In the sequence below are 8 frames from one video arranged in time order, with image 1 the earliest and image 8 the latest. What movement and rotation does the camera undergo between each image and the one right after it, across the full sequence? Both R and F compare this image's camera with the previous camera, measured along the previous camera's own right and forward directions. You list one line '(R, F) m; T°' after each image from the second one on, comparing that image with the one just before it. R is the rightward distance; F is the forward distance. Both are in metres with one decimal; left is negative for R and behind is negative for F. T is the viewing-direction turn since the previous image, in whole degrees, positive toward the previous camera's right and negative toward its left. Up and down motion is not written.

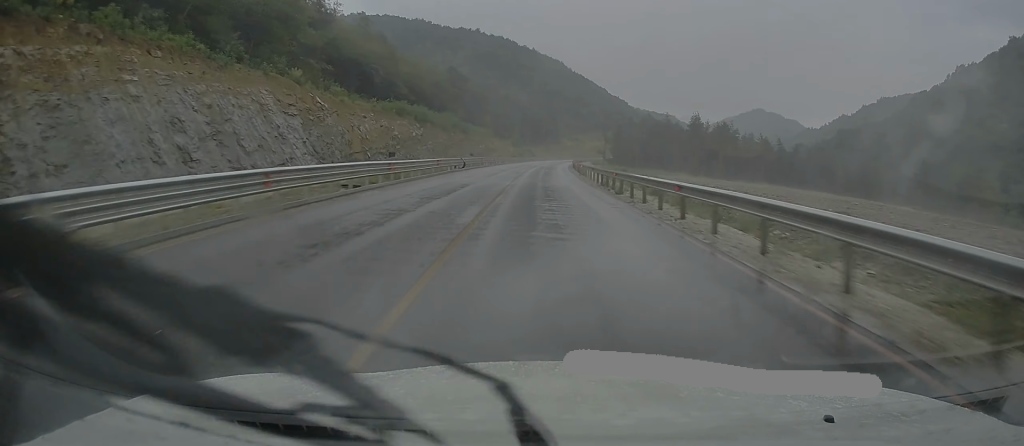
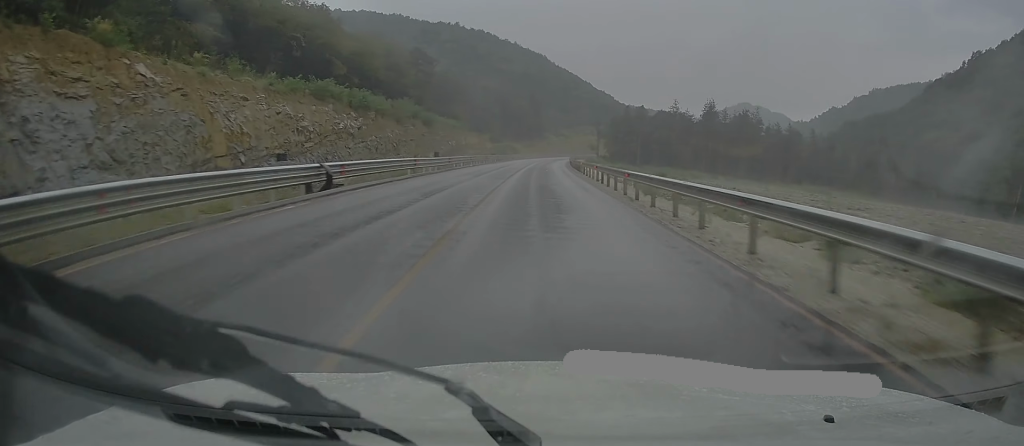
(+0.2, +29.6) m; +1°
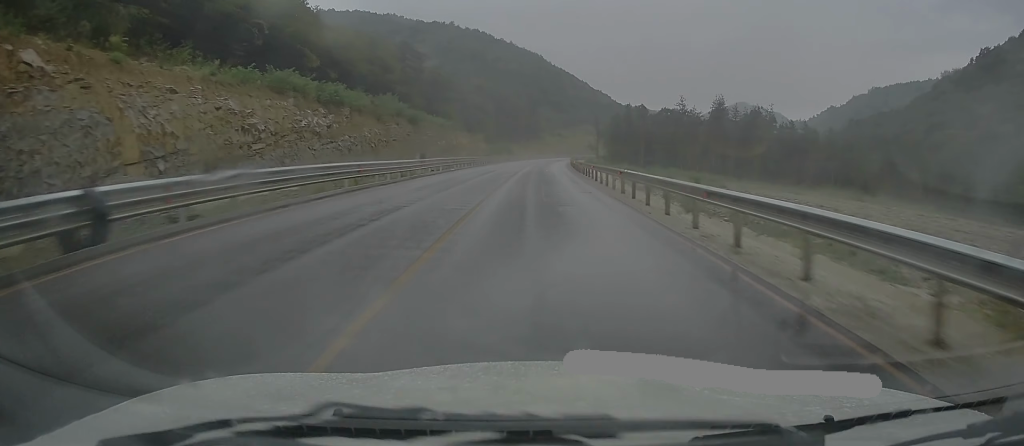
(-0.1, +10.1) m; +1°
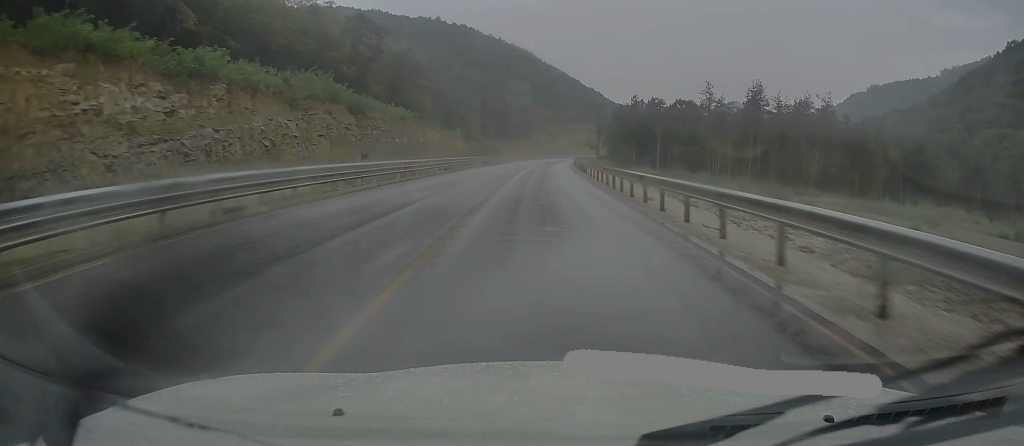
(+0.8, +28.8) m; +2°
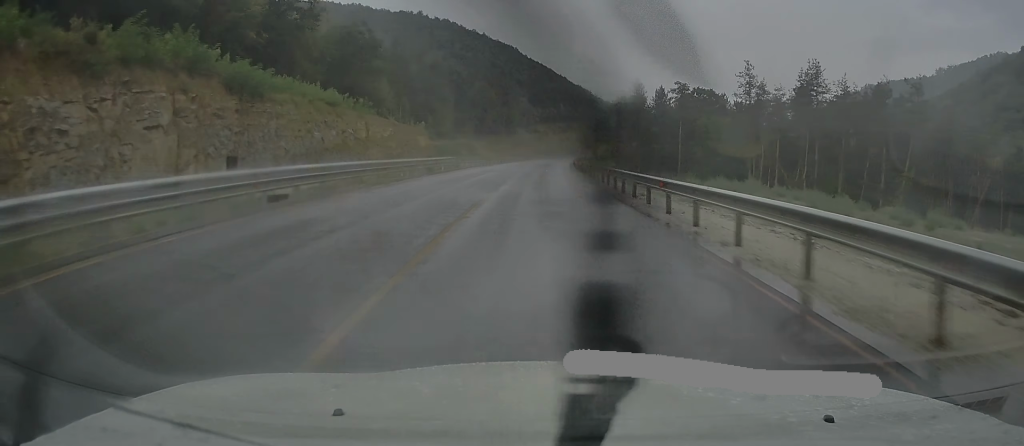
(+0.2, +28.0) m; +1°
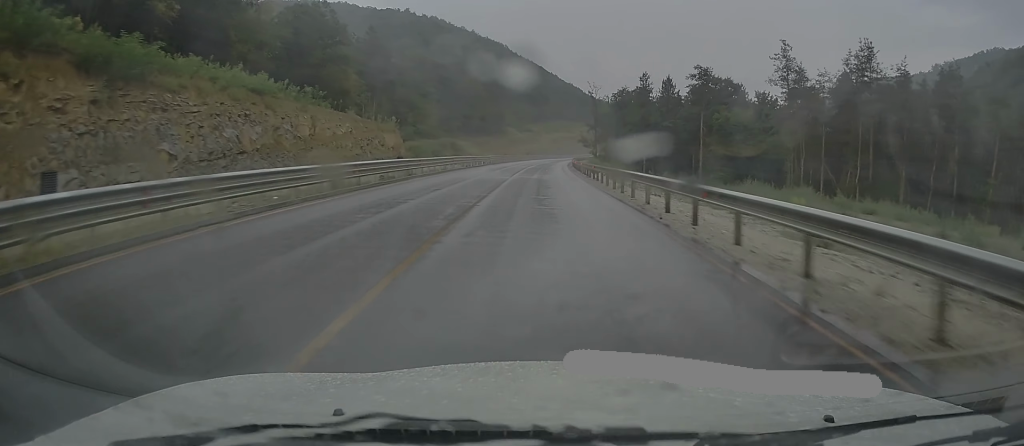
(+0.3, +16.4) m; +1°
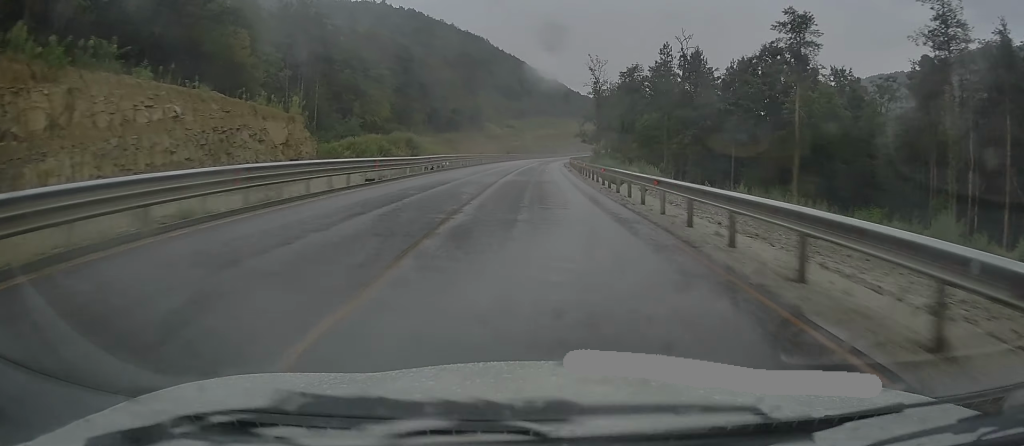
(+0.1, +32.4) m; +1°
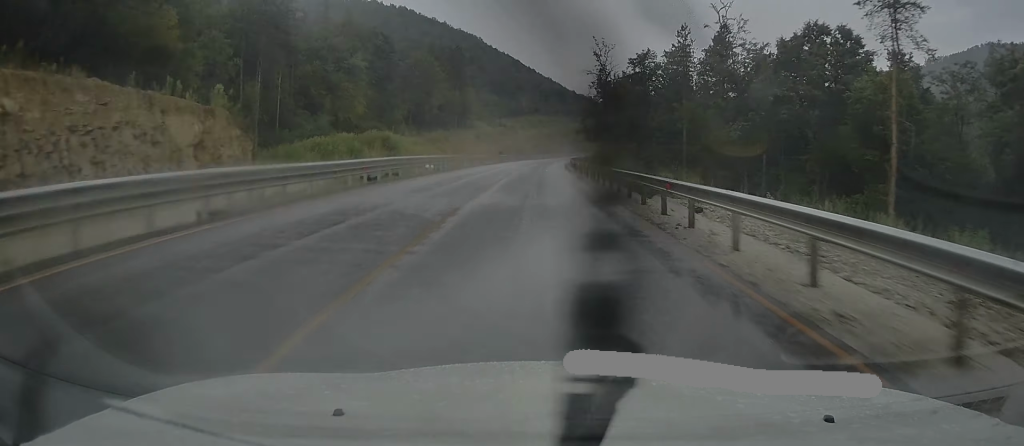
(0.0, +13.8) m; 0°
